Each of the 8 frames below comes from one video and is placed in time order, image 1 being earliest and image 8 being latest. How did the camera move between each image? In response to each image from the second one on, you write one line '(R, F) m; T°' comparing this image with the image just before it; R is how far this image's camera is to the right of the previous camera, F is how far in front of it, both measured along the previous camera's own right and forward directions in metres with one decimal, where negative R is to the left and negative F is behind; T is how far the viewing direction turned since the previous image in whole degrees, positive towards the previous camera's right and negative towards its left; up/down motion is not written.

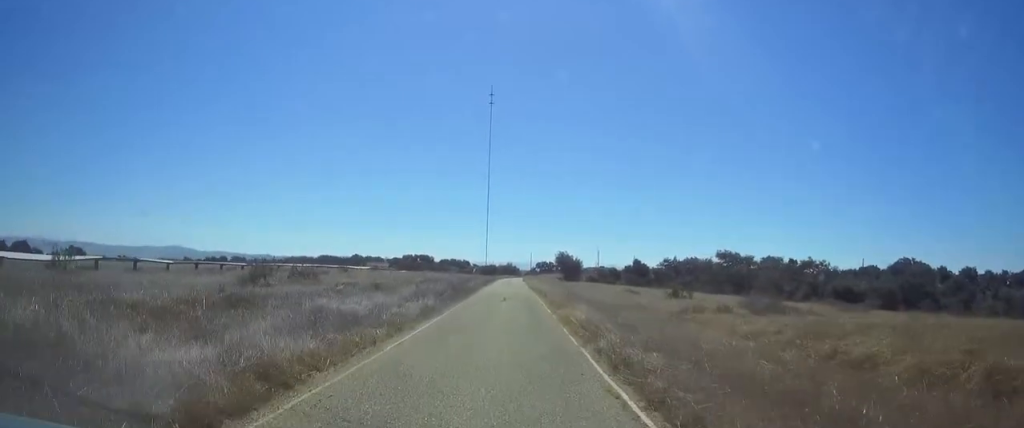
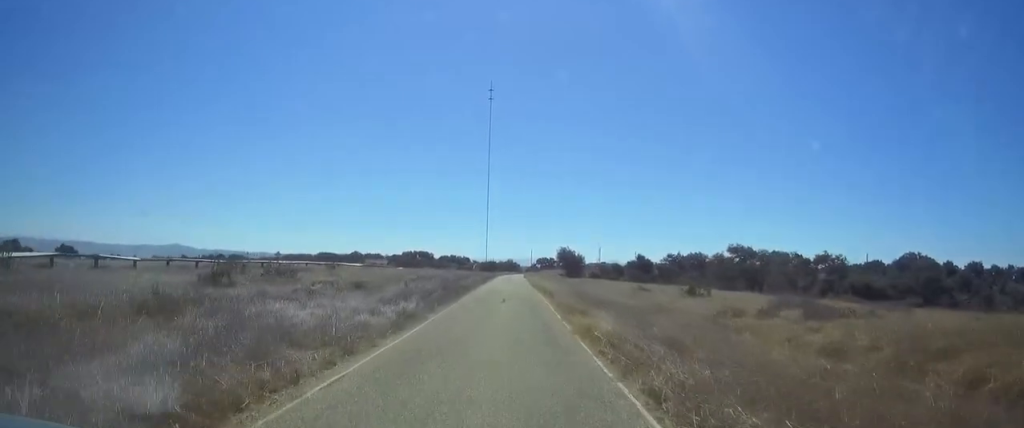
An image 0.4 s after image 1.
(0.0, +4.4) m; 0°
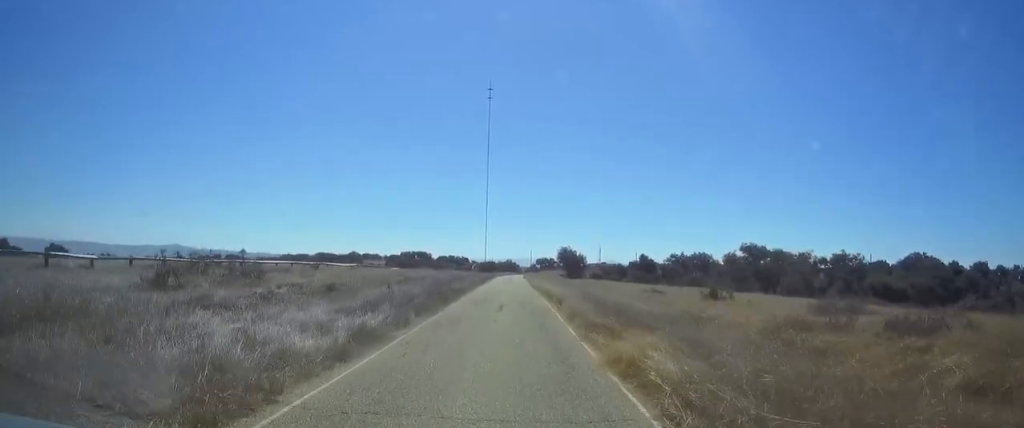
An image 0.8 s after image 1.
(0.0, +4.8) m; 0°
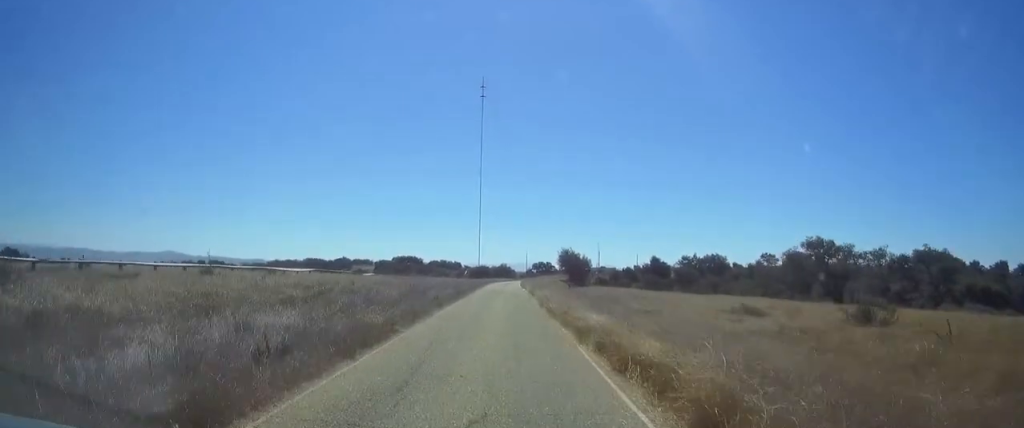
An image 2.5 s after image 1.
(0.0, +18.8) m; -1°
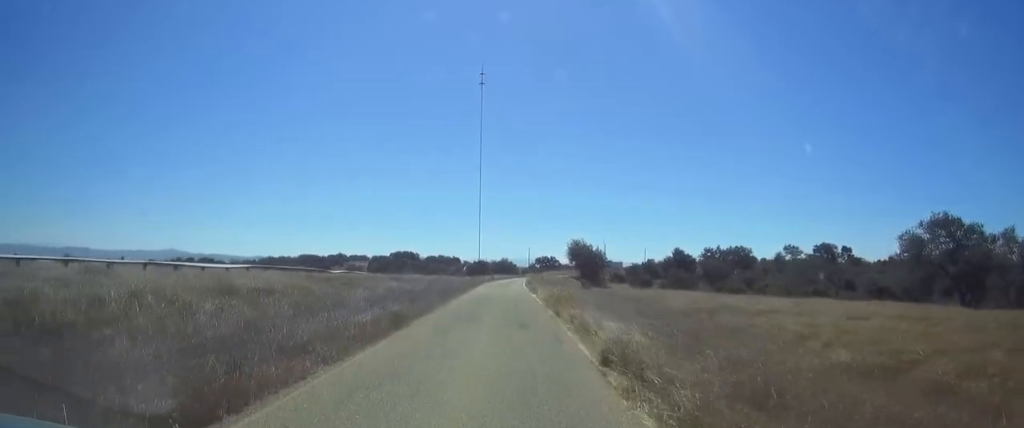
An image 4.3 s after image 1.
(-0.2, +19.3) m; -1°
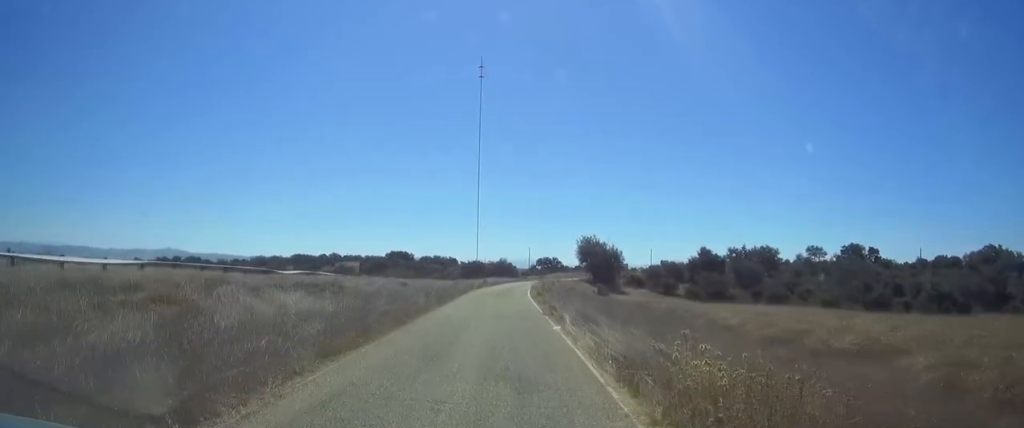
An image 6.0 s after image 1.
(+0.1, +17.8) m; +1°
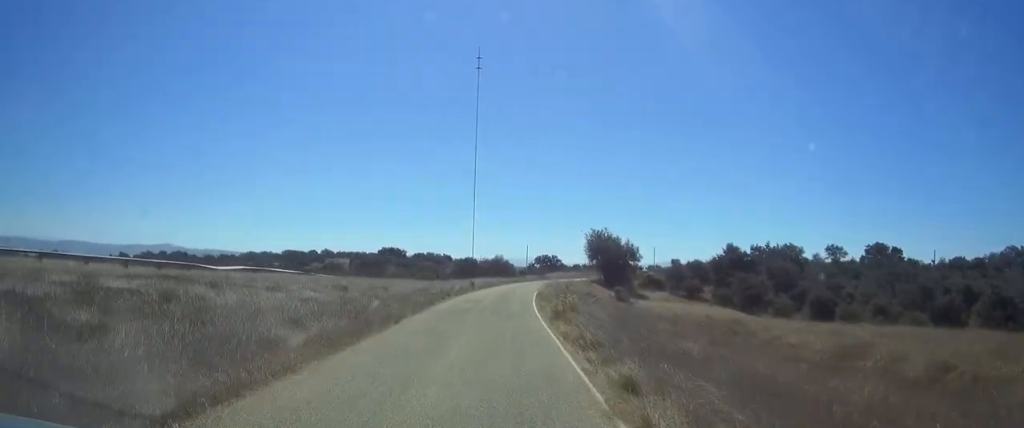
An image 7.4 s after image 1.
(0.0, +14.3) m; 0°
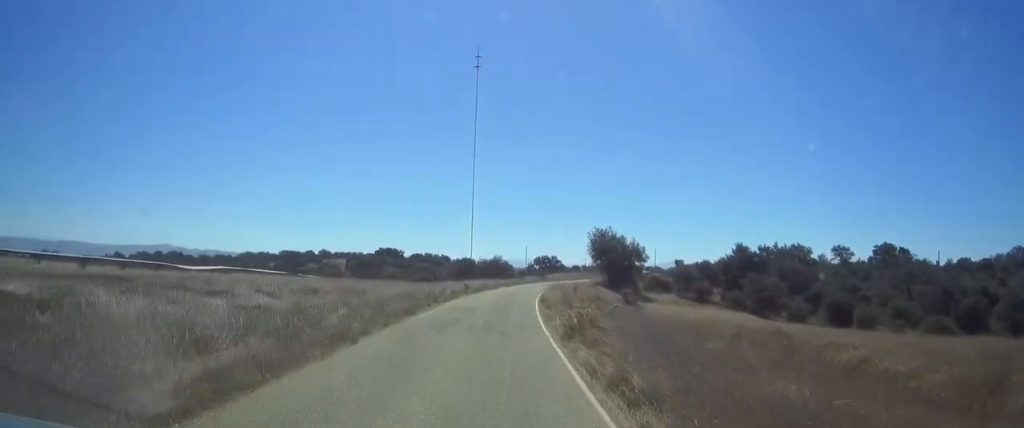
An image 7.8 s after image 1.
(0.0, +4.2) m; 0°
